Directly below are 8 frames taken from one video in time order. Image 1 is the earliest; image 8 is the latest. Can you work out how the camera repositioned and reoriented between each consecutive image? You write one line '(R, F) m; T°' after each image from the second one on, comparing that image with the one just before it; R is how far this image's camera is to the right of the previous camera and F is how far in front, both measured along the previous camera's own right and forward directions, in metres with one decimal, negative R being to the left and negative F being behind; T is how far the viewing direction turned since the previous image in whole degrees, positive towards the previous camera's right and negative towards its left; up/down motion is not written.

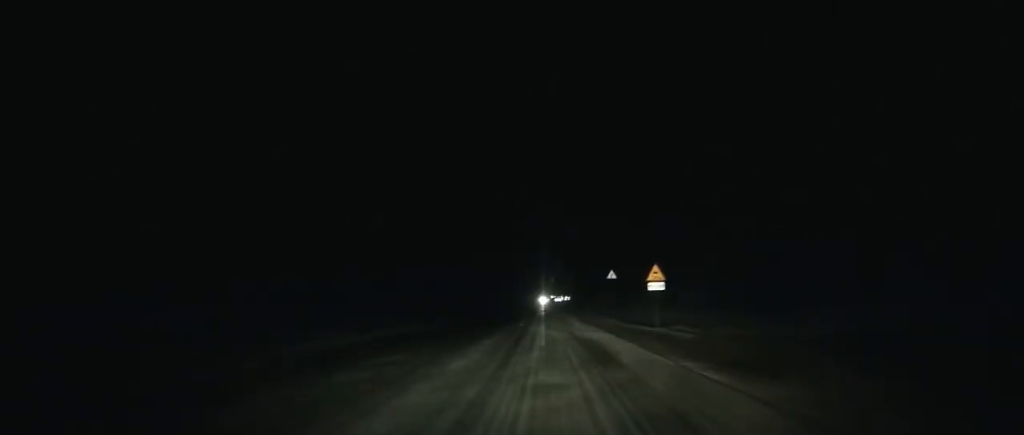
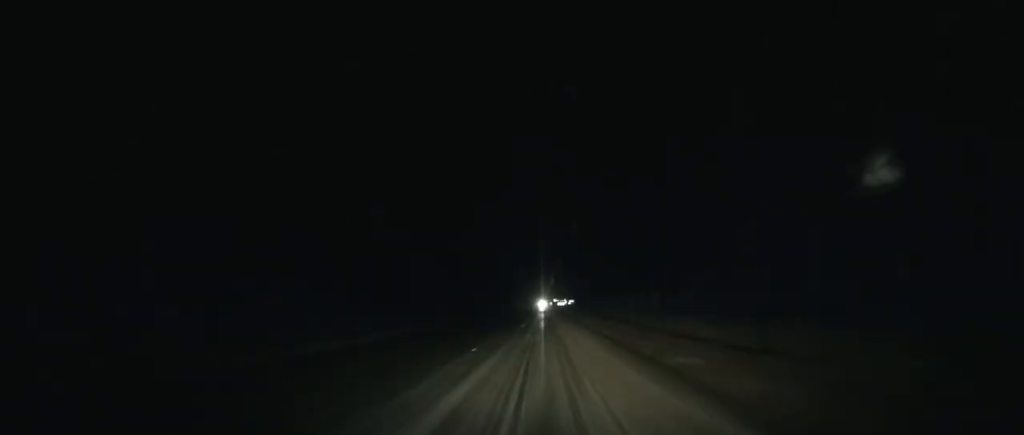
(+0.2, +41.8) m; 0°
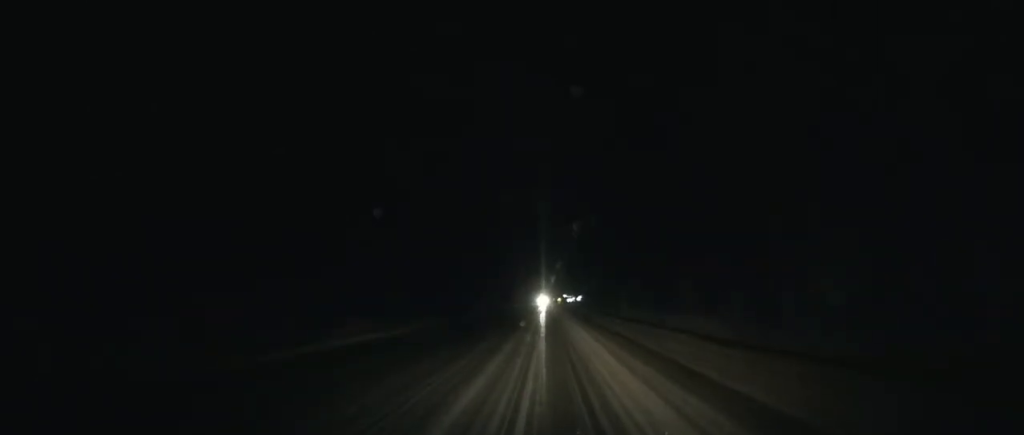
(0.0, +58.2) m; 0°
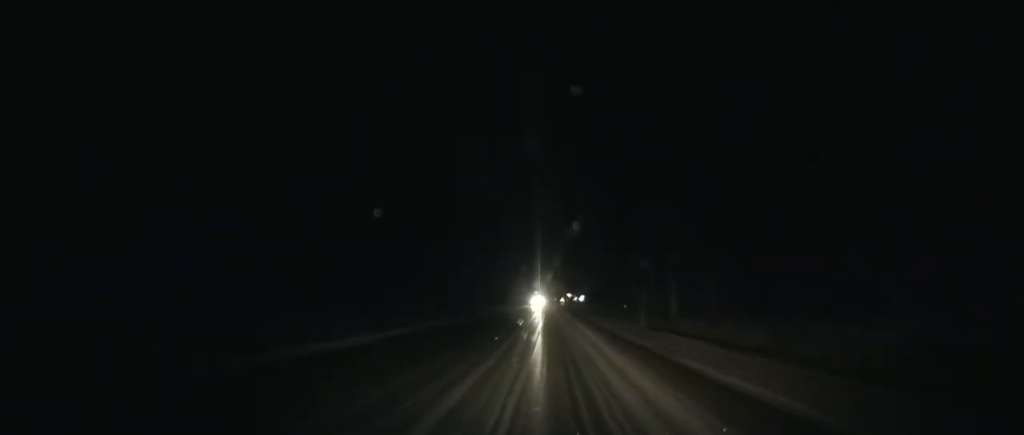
(-0.2, +28.6) m; 0°
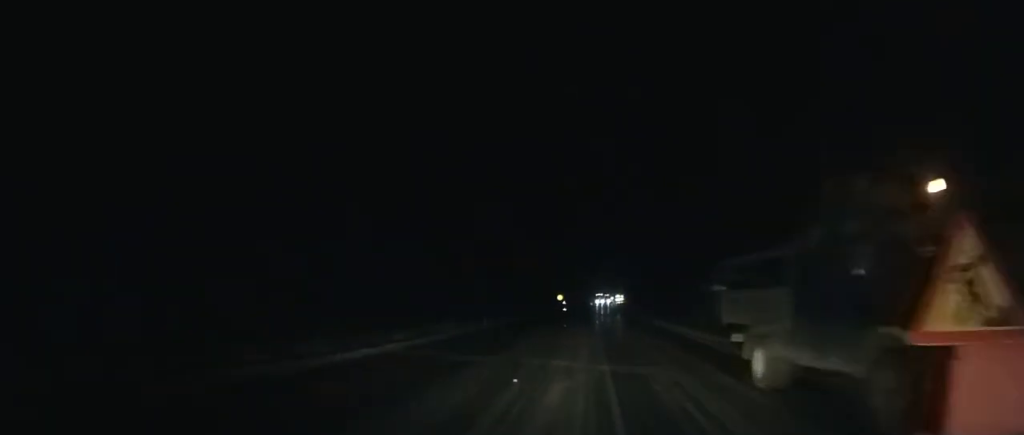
(-0.6, +122.0) m; +1°
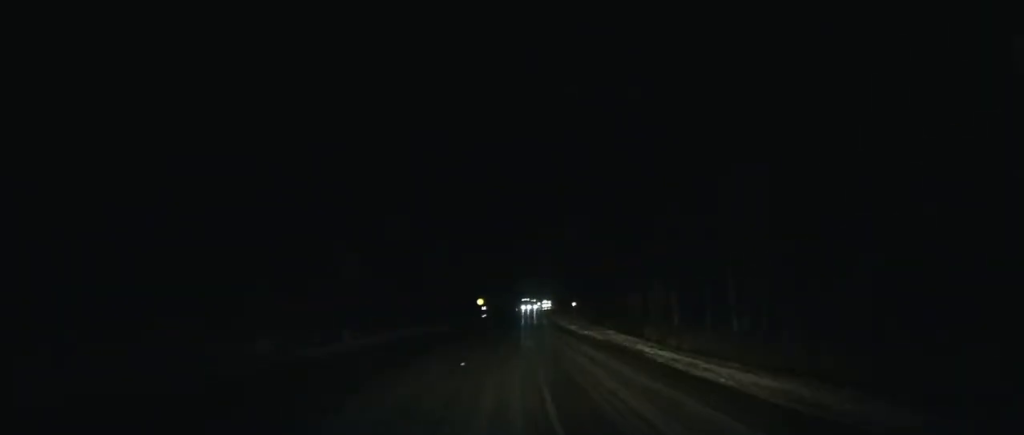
(+0.1, +24.0) m; +2°
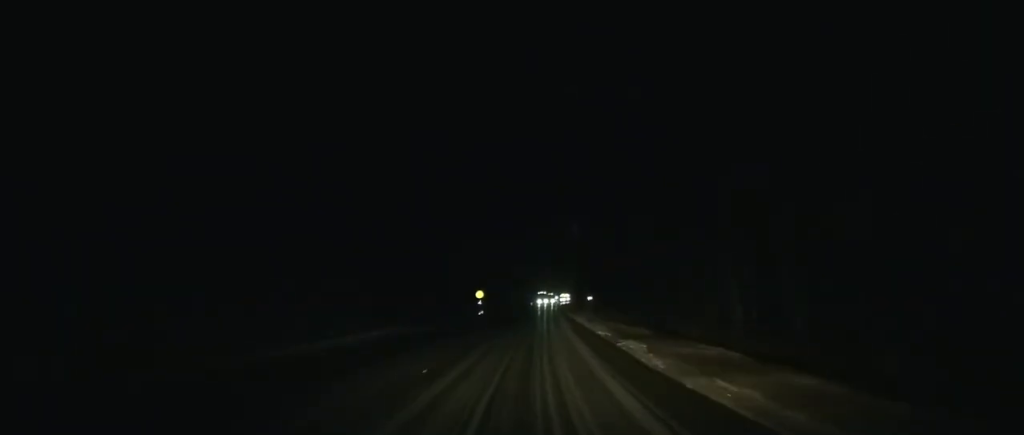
(+0.9, +23.3) m; +2°
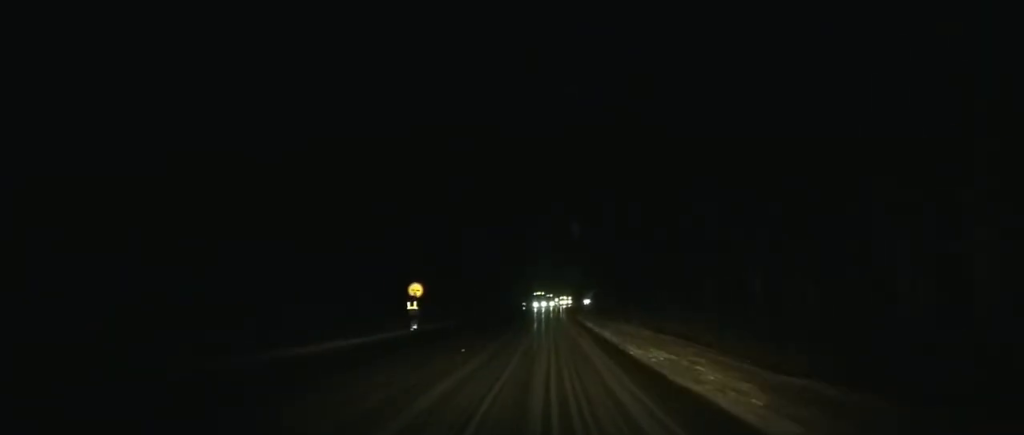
(+0.1, +33.2) m; 0°
